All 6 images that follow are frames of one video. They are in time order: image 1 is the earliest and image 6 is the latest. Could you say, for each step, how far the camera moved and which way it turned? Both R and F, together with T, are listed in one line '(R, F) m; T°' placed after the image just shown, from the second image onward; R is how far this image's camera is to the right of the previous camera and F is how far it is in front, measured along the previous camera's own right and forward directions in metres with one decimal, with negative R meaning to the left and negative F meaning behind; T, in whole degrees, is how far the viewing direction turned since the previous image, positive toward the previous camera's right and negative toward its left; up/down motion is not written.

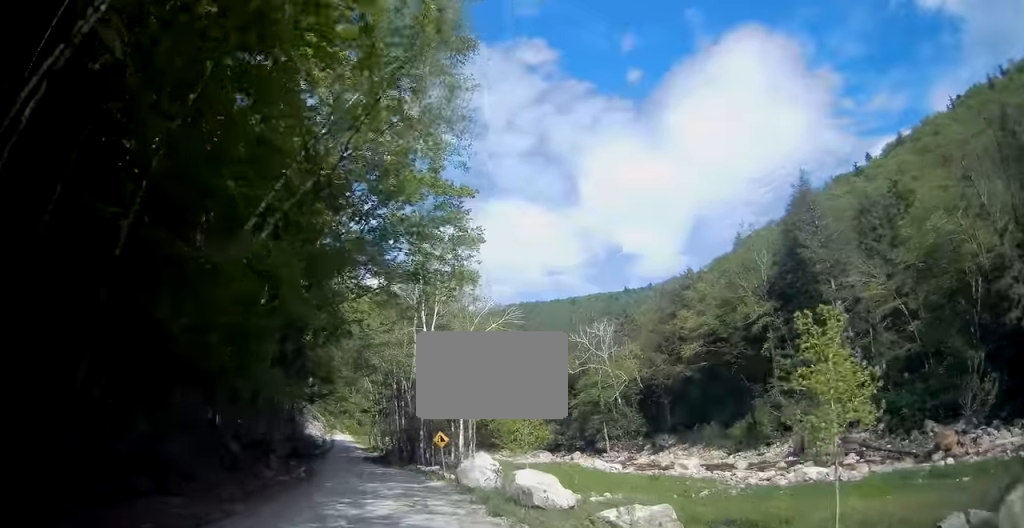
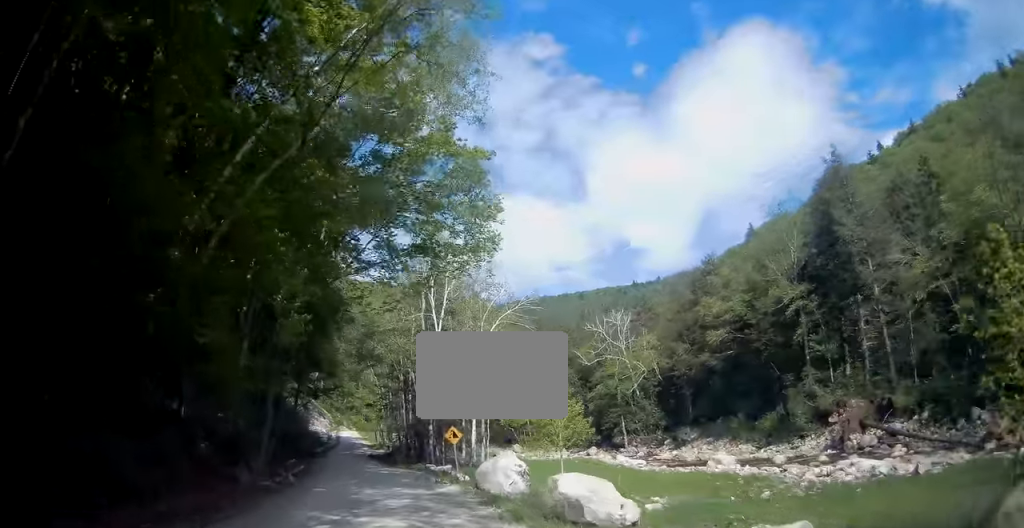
(0.0, +4.7) m; 0°
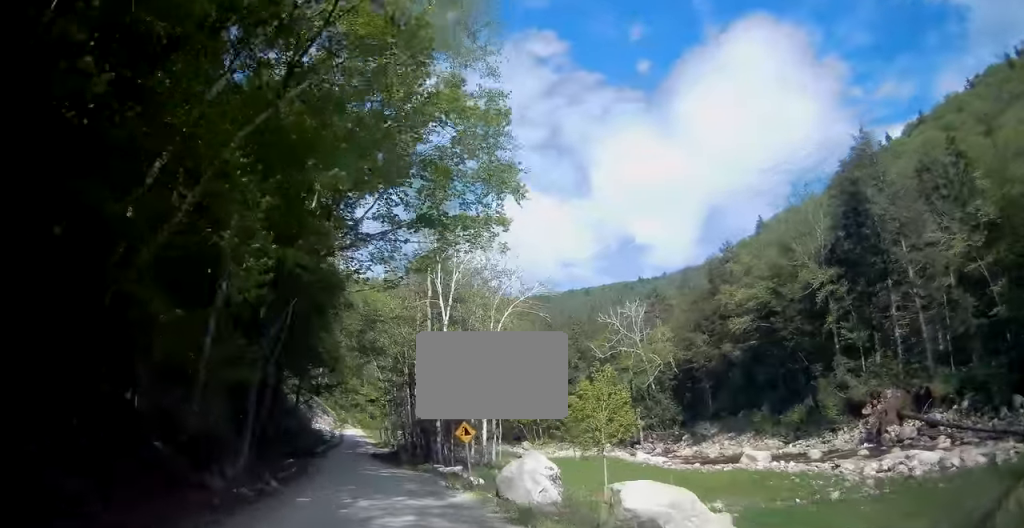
(0.0, +4.1) m; 0°
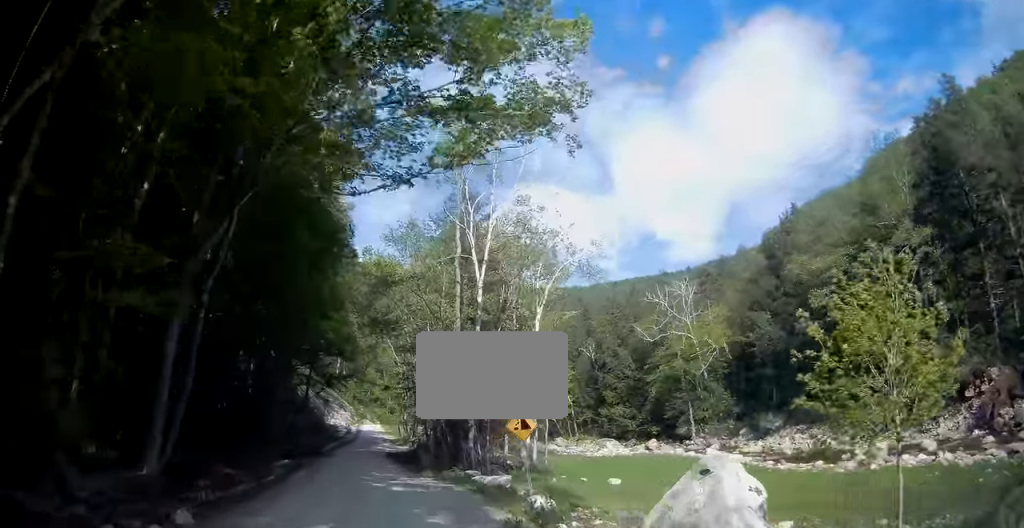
(-0.2, +10.5) m; -2°
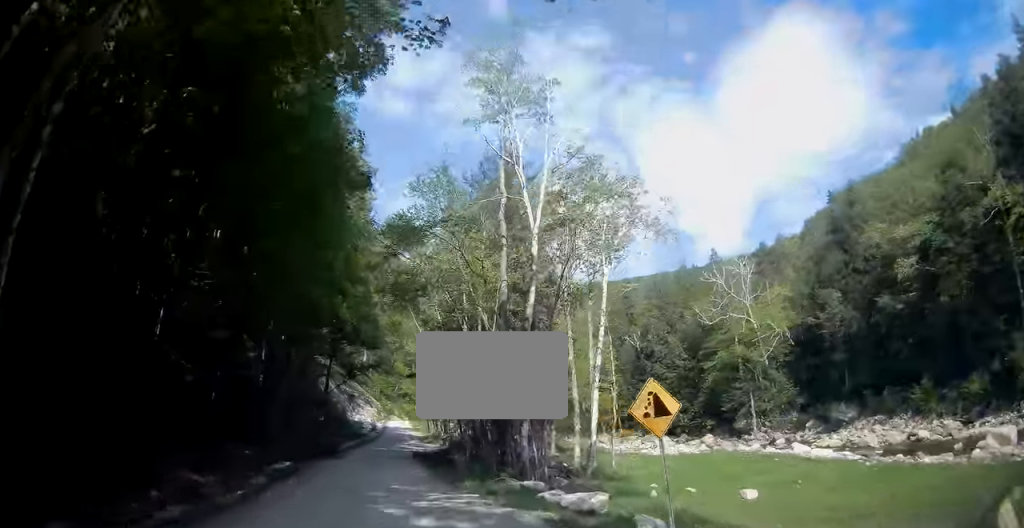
(-0.2, +8.4) m; -1°
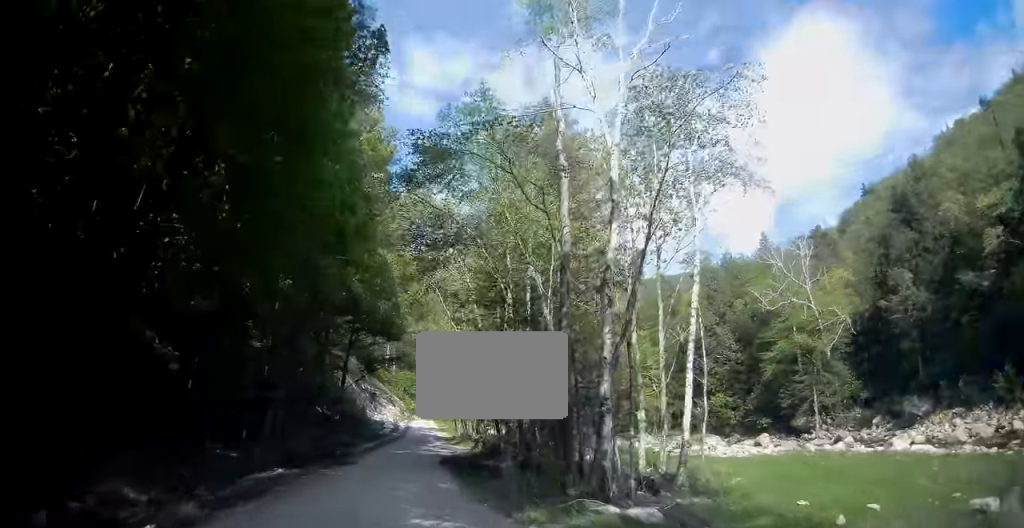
(0.0, +8.0) m; -2°
